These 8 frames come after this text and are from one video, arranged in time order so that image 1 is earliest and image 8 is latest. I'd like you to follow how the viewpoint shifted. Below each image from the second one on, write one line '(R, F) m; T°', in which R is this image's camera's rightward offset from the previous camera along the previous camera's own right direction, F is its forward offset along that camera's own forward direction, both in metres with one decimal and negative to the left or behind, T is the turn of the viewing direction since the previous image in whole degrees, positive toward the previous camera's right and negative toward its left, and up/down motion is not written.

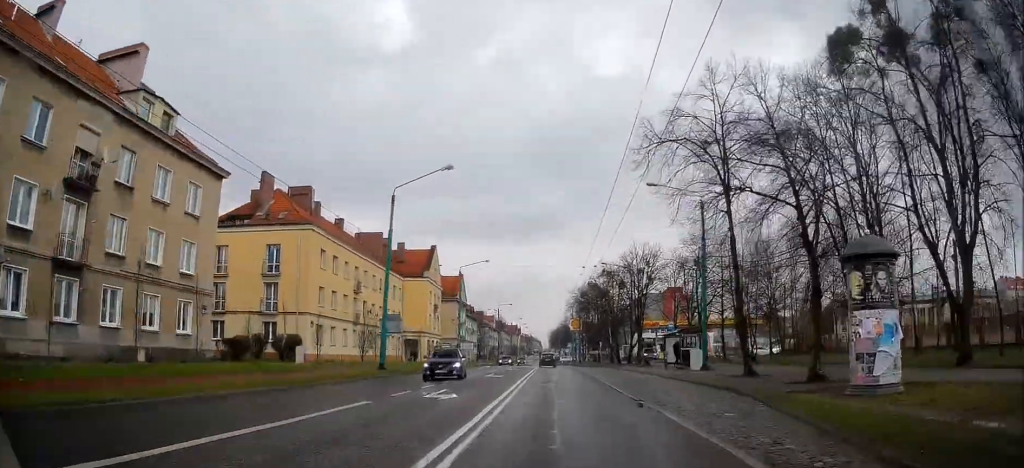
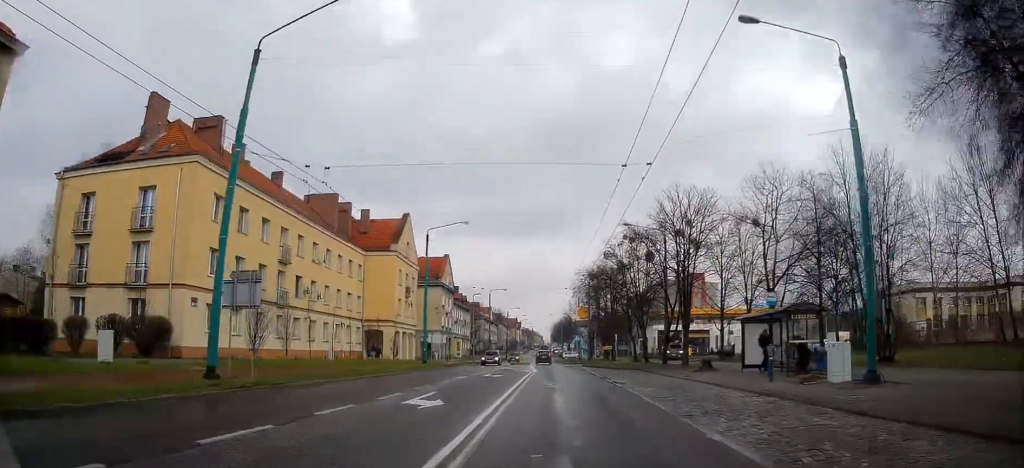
(0.0, +18.0) m; 0°
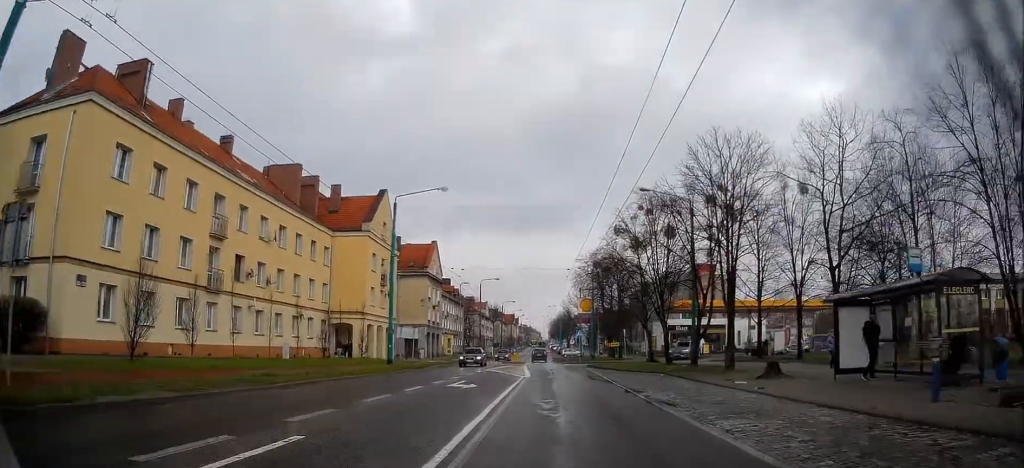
(+0.1, +9.4) m; 0°
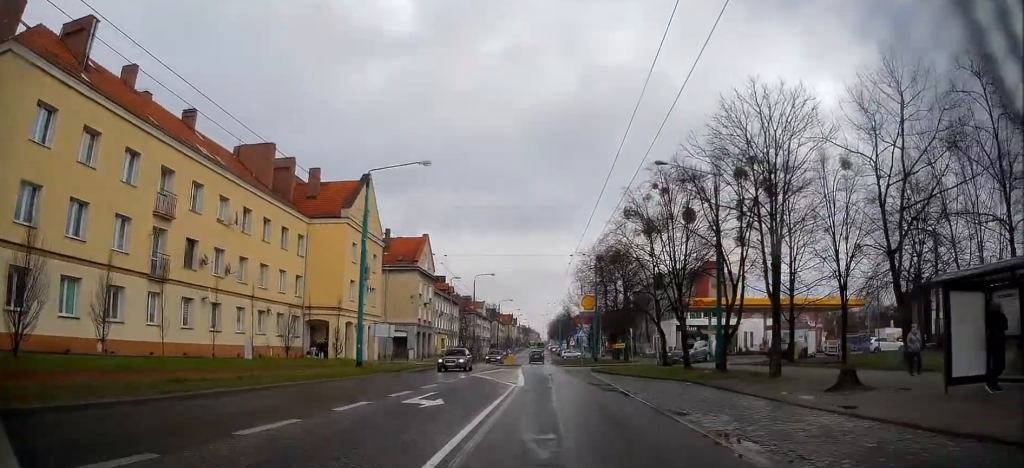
(-0.2, +5.8) m; 0°
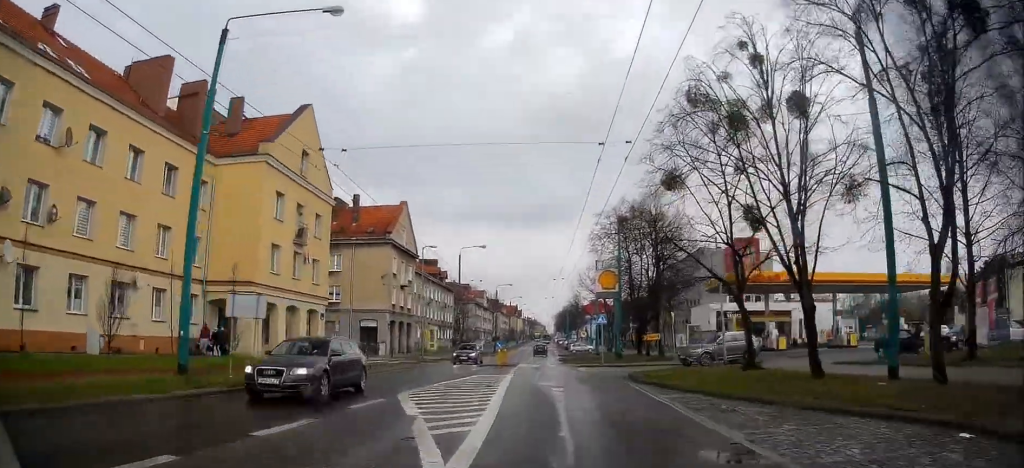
(+0.3, +16.3) m; +1°
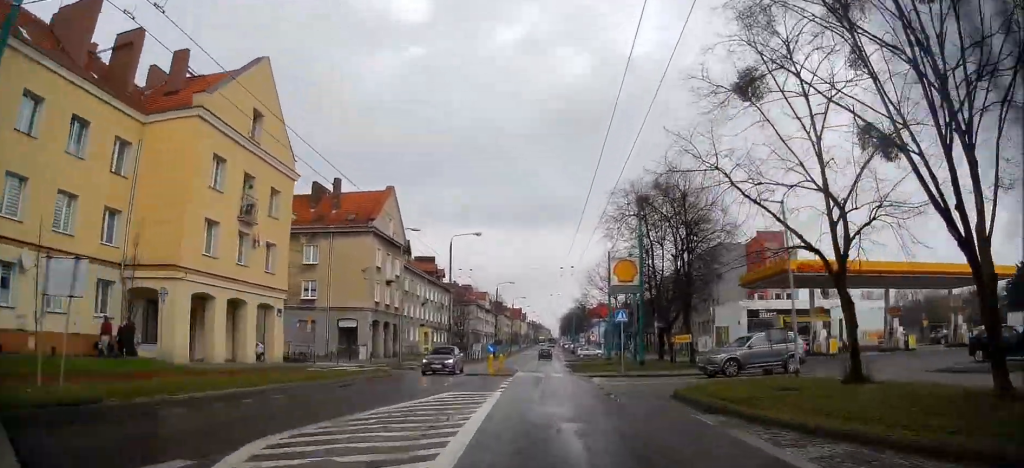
(-0.1, +8.3) m; -1°
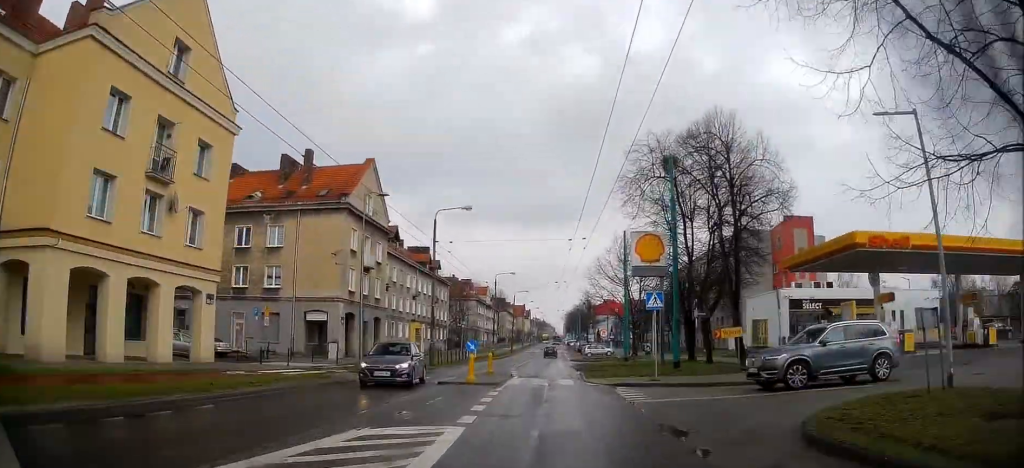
(-0.1, +8.7) m; -1°
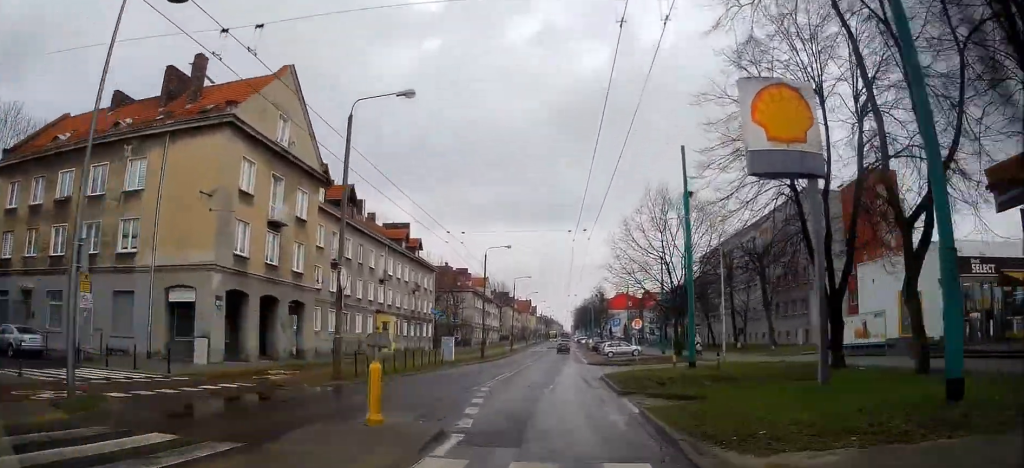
(+0.3, +19.2) m; +1°
